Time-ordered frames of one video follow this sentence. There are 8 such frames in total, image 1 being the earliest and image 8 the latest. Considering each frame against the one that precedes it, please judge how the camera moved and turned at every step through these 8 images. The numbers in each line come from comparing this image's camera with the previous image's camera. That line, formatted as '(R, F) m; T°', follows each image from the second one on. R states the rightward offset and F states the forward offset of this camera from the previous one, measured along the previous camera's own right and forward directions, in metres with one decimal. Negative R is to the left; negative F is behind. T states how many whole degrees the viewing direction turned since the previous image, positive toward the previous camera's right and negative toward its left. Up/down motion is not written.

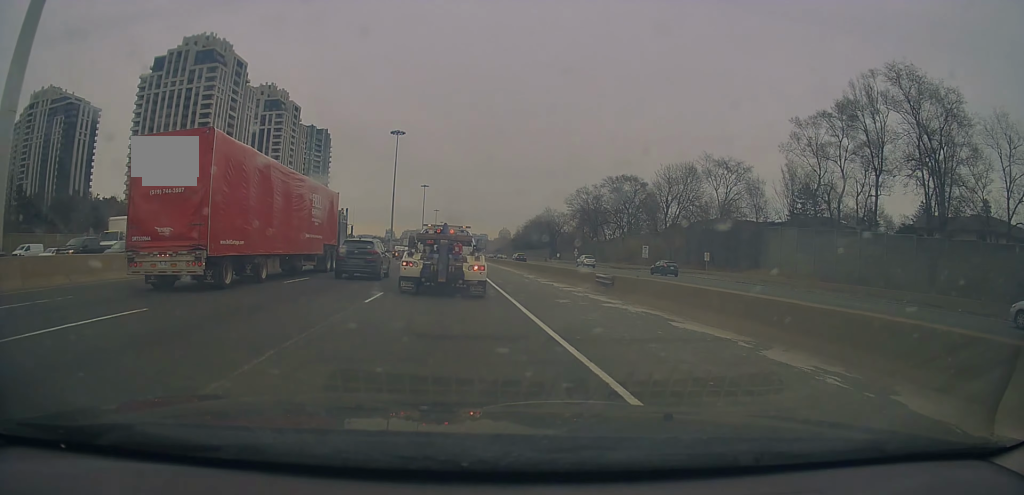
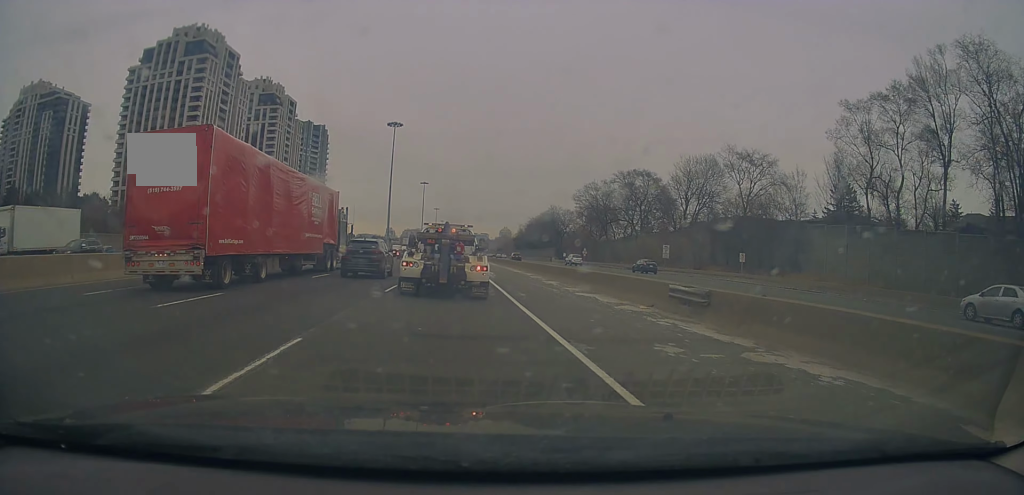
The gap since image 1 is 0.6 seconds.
(0.0, +8.3) m; -1°
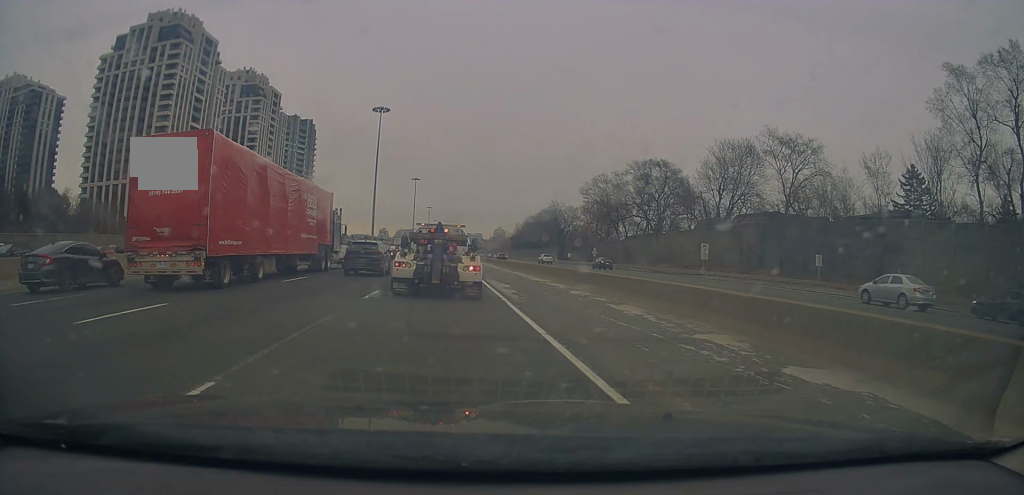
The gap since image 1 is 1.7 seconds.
(-0.3, +16.5) m; -1°
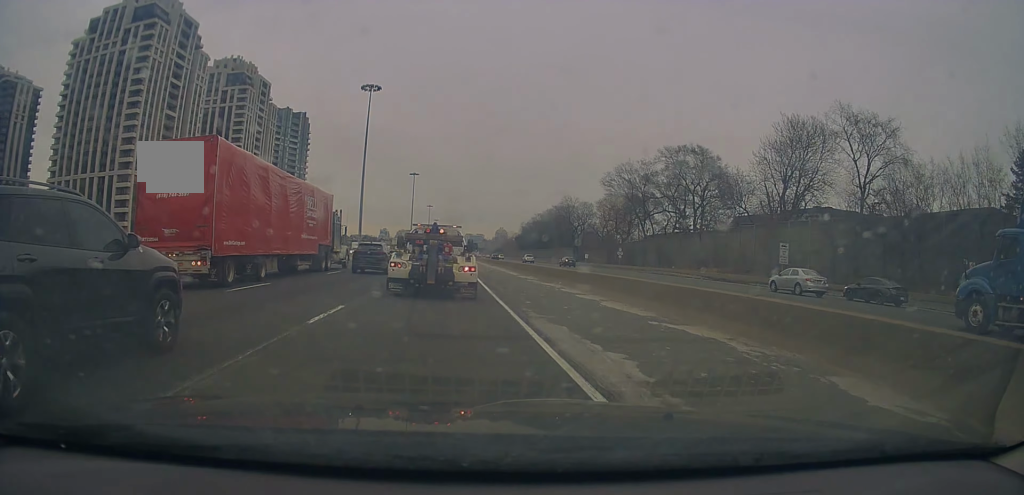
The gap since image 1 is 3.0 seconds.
(0.0, +16.7) m; +1°
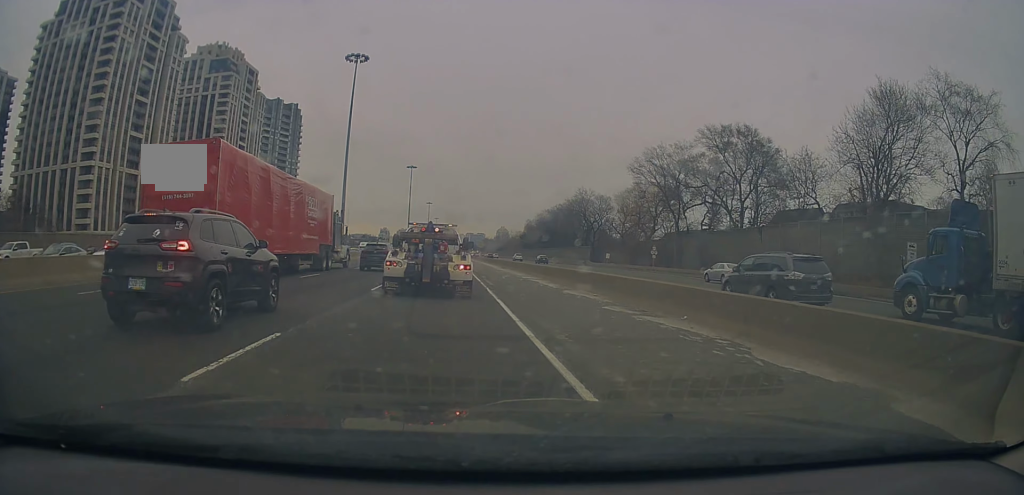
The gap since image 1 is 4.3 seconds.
(+0.3, +16.2) m; +2°
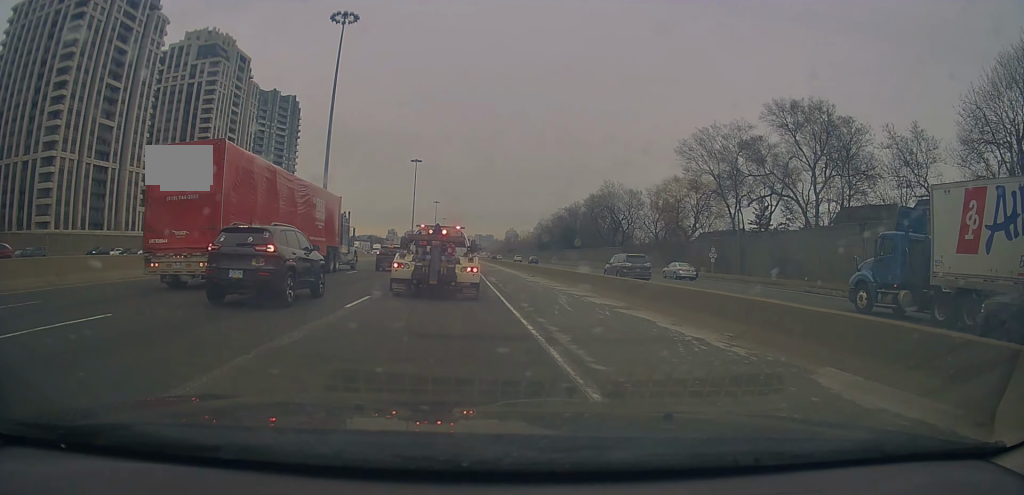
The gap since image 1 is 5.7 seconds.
(+0.1, +18.1) m; 0°
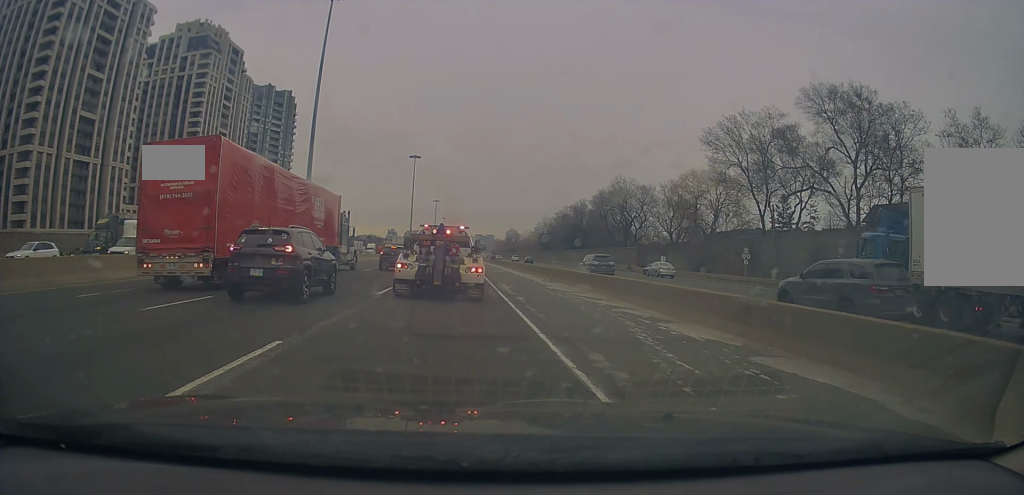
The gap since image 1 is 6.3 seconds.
(0.0, +9.4) m; -1°
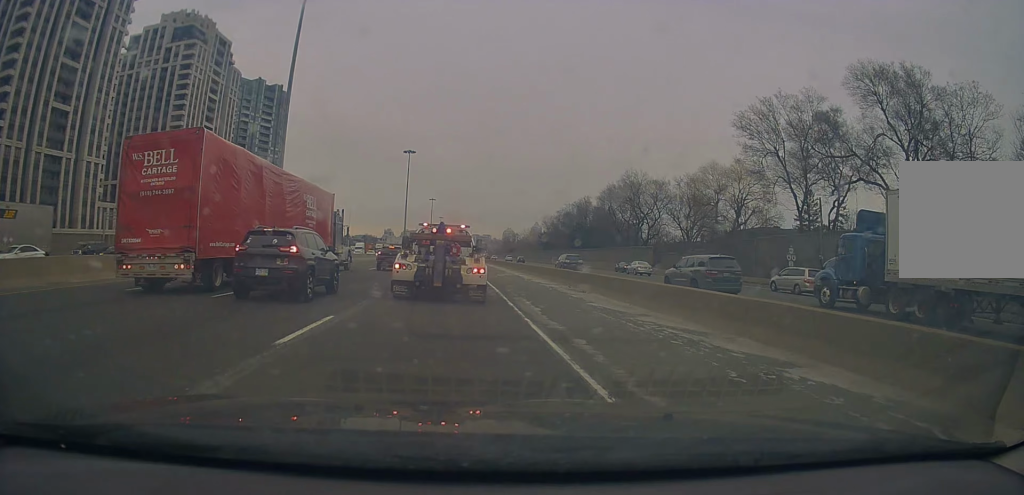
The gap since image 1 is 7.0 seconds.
(0.0, +10.5) m; -1°
